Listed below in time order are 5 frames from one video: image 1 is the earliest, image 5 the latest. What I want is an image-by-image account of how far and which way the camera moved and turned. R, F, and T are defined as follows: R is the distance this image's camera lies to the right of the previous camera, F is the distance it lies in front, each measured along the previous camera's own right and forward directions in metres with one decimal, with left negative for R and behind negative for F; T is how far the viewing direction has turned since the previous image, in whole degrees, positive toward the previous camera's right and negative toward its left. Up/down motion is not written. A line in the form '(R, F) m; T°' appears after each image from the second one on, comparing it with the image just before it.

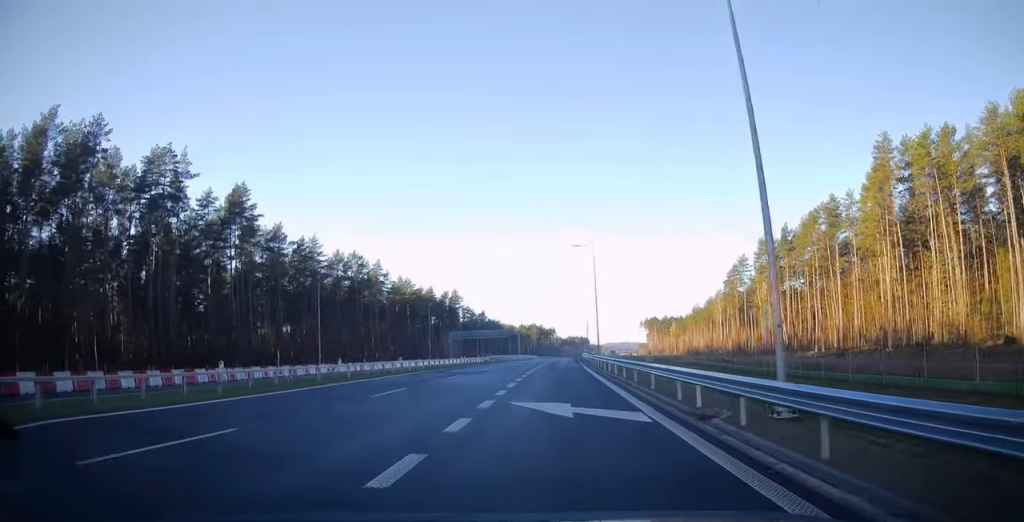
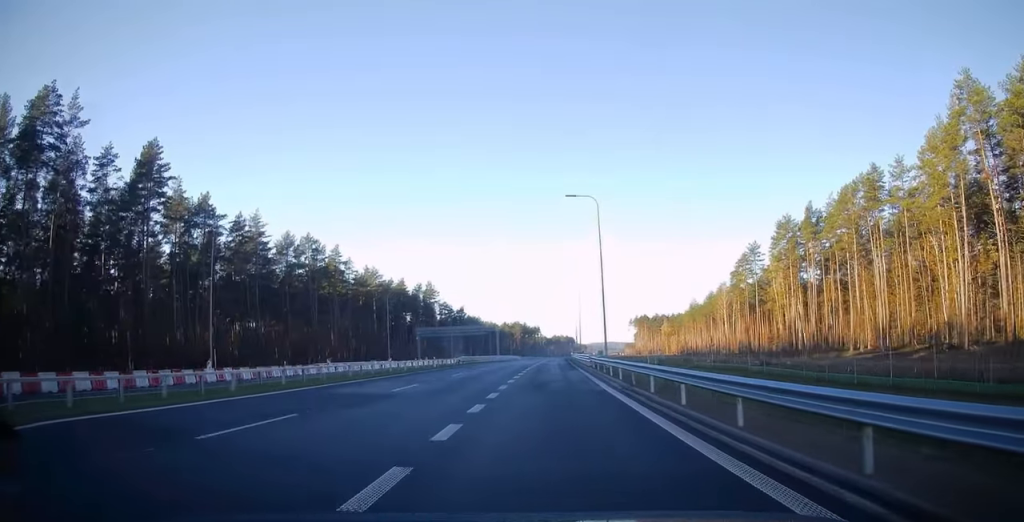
(+0.5, +21.3) m; +2°
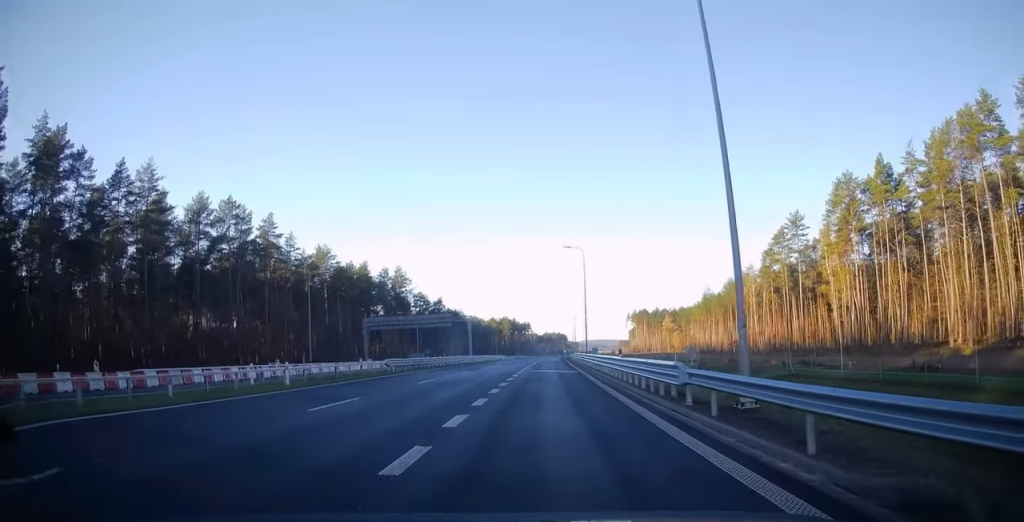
(+0.6, +31.2) m; +1°
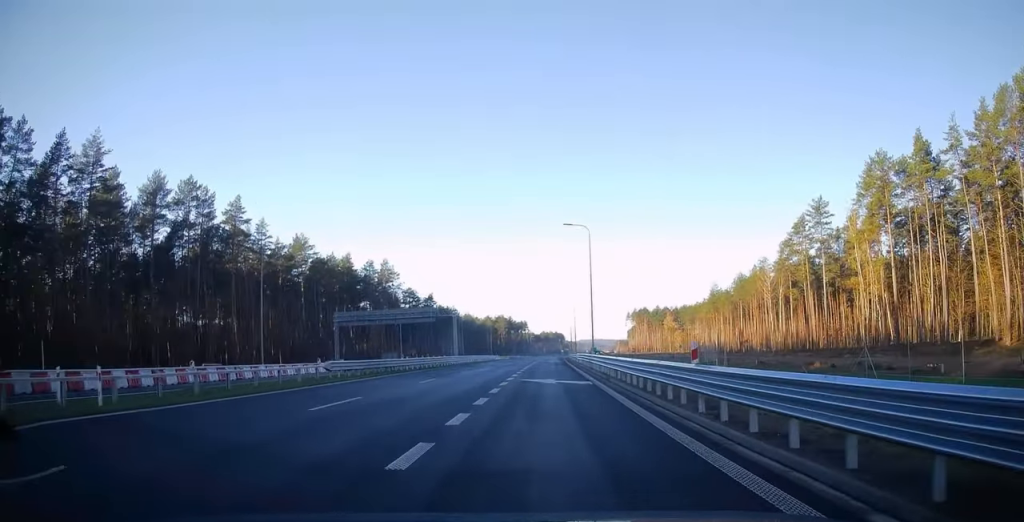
(0.0, +11.9) m; 0°
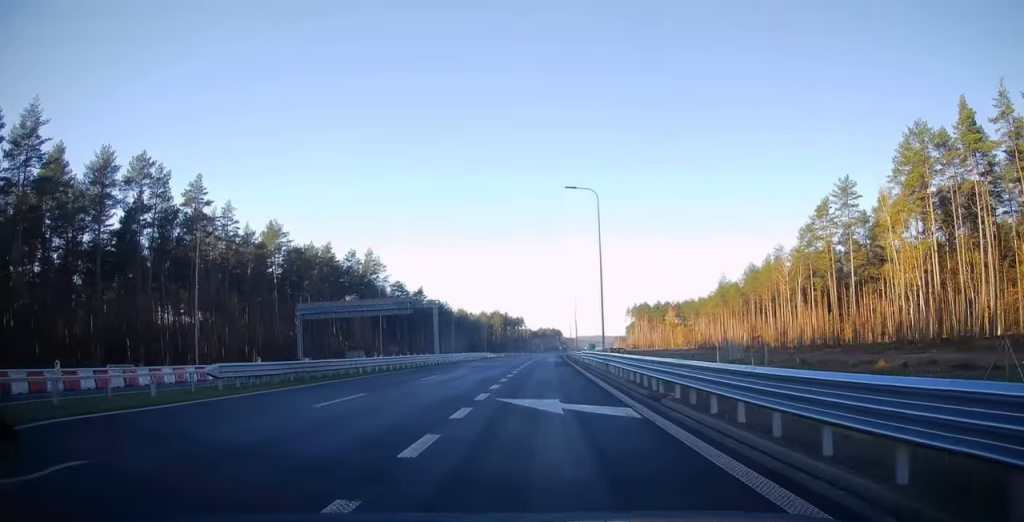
(0.0, +11.6) m; 0°
